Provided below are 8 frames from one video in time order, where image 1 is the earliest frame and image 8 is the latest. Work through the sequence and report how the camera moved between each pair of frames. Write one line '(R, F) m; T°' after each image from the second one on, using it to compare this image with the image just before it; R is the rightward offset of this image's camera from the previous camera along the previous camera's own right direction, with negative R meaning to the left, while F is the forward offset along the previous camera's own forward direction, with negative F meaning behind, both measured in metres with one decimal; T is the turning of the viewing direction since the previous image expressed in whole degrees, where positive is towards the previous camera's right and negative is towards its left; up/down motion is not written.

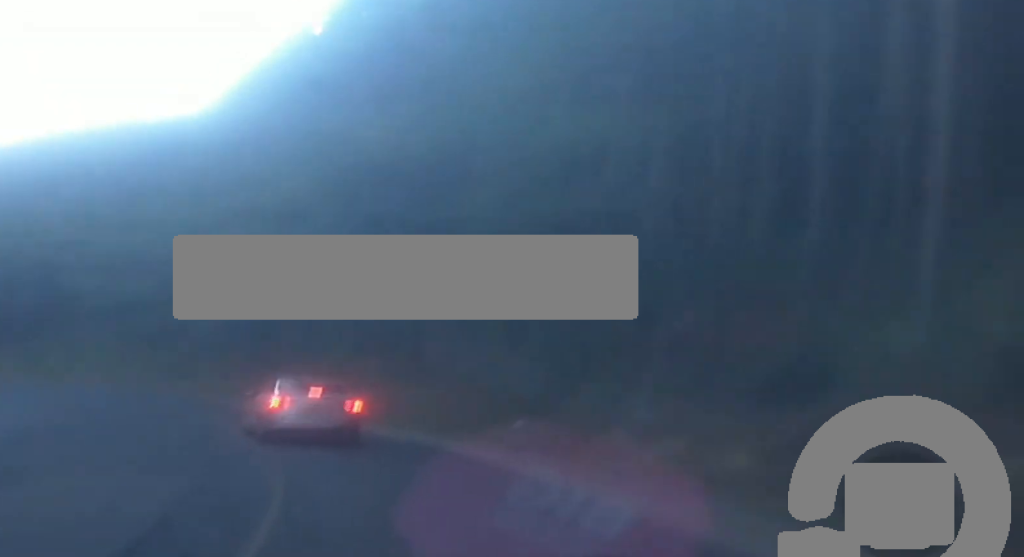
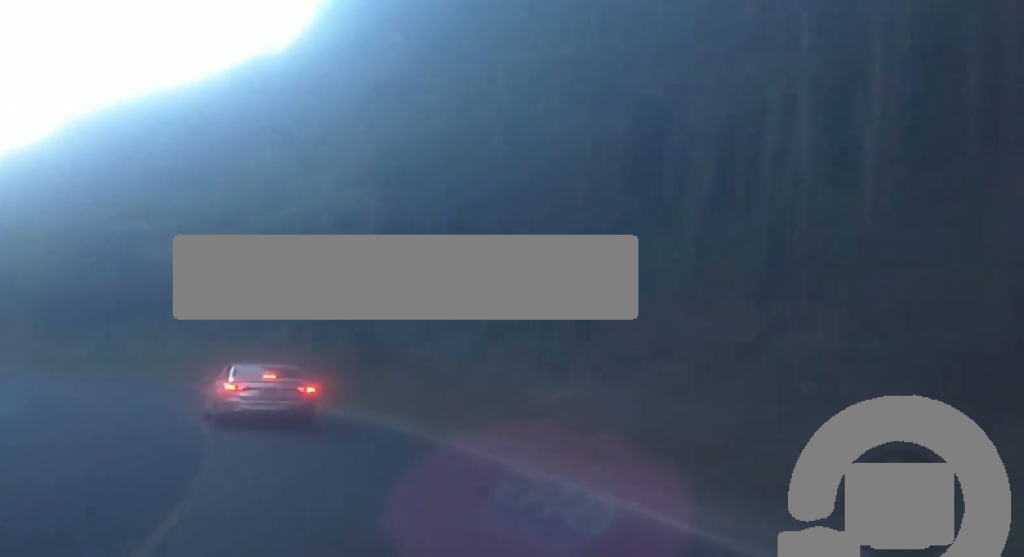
(-0.6, +14.1) m; -1°
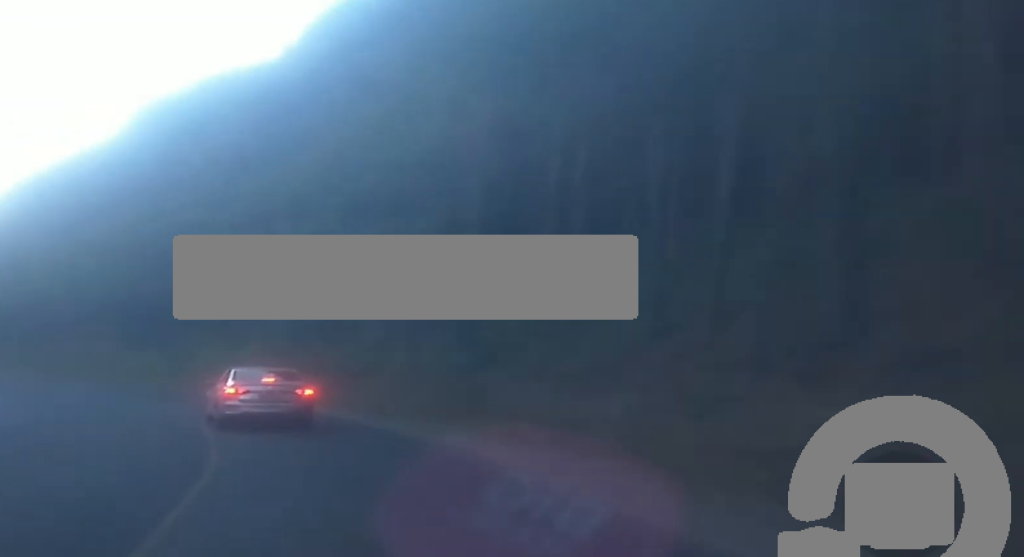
(-0.5, +8.9) m; +5°
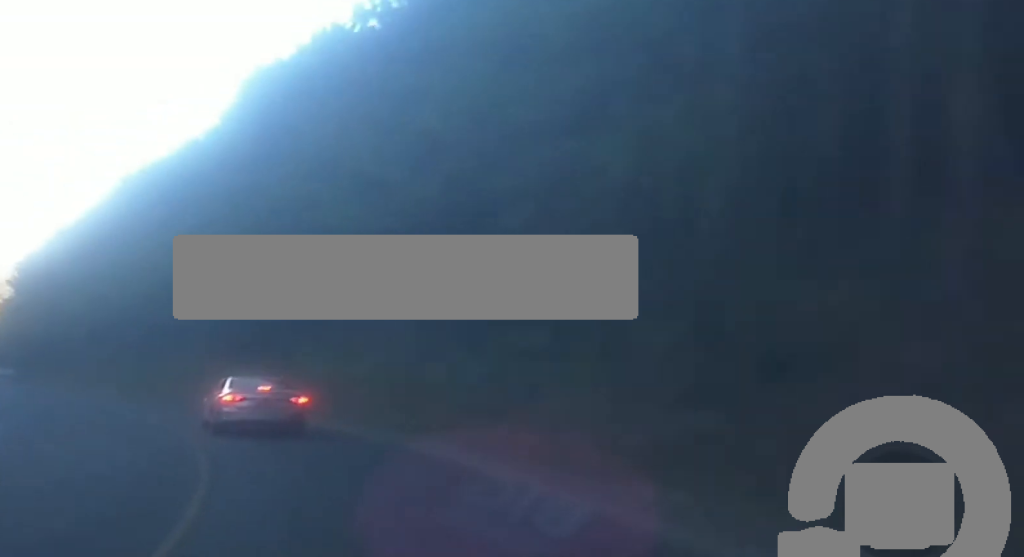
(+1.2, +12.3) m; -4°
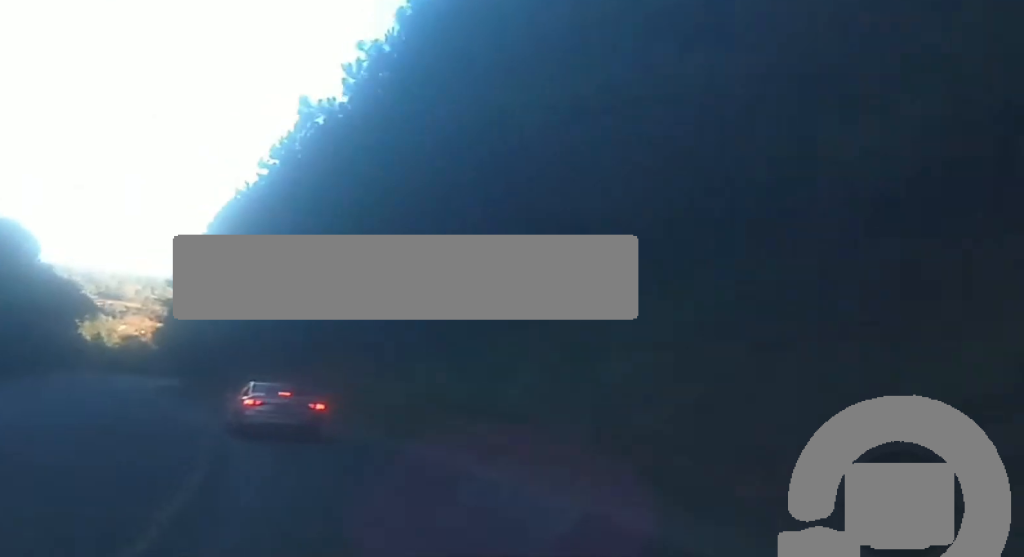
(-0.4, +14.1) m; -17°
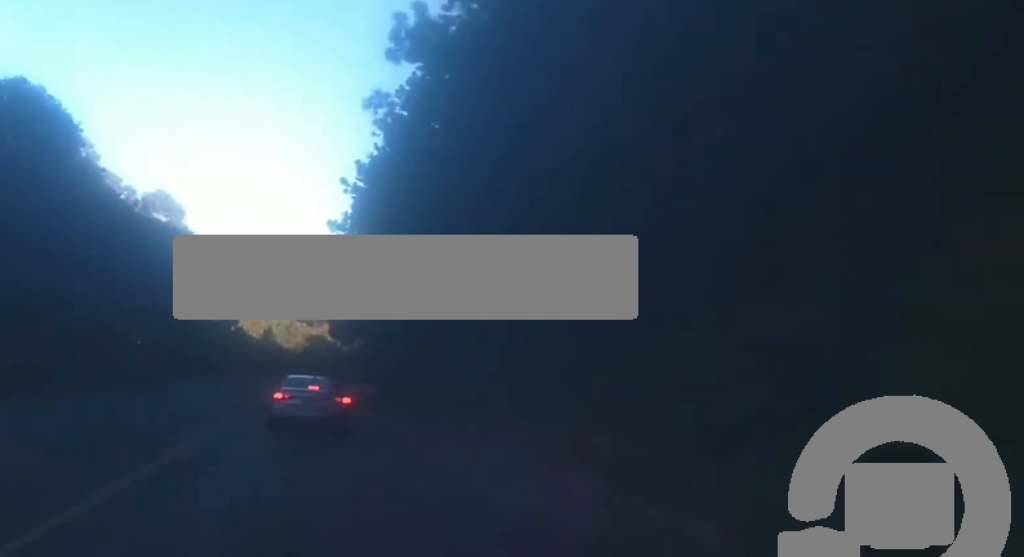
(-18.7, +41.4) m; -33°
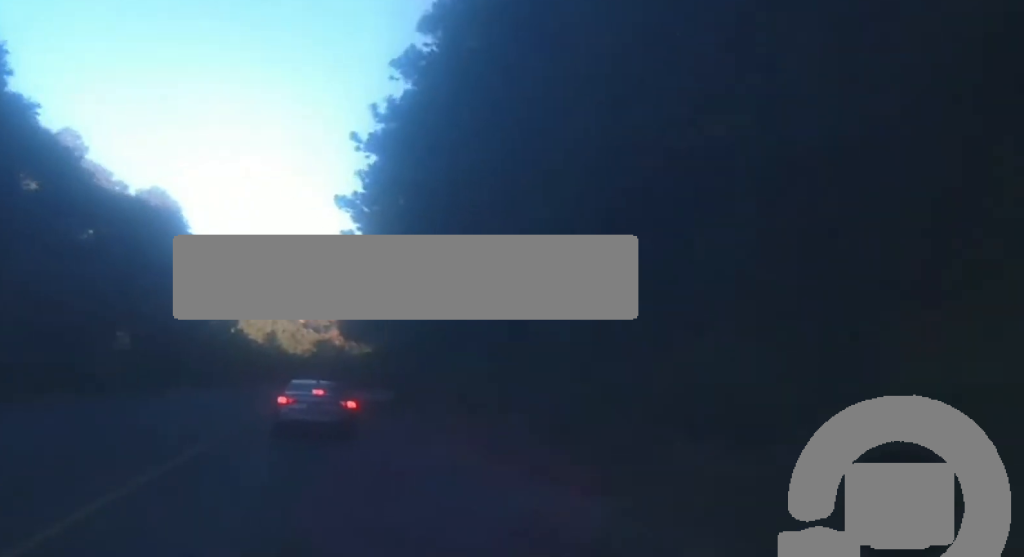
(-0.3, +12.3) m; -3°
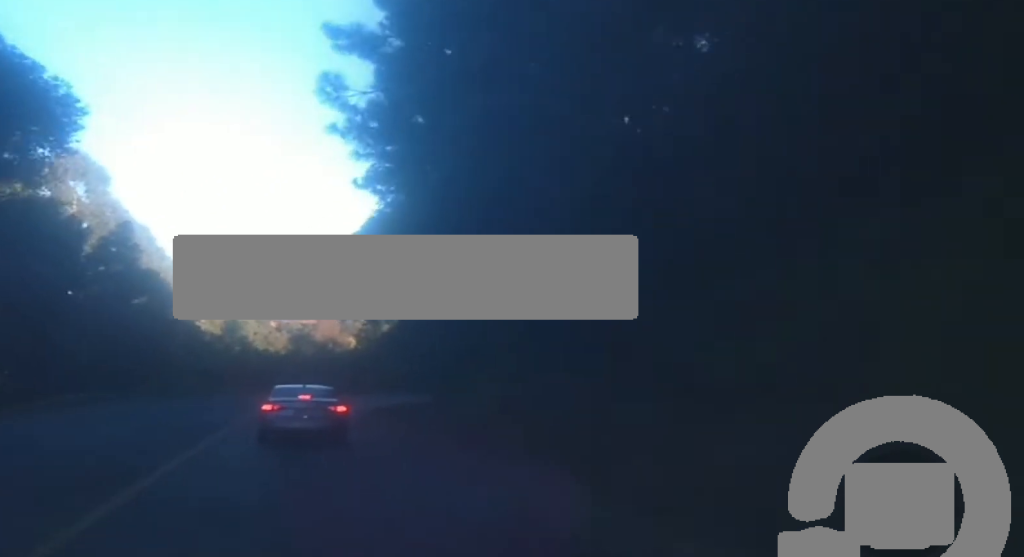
(+0.3, +38.2) m; +5°
